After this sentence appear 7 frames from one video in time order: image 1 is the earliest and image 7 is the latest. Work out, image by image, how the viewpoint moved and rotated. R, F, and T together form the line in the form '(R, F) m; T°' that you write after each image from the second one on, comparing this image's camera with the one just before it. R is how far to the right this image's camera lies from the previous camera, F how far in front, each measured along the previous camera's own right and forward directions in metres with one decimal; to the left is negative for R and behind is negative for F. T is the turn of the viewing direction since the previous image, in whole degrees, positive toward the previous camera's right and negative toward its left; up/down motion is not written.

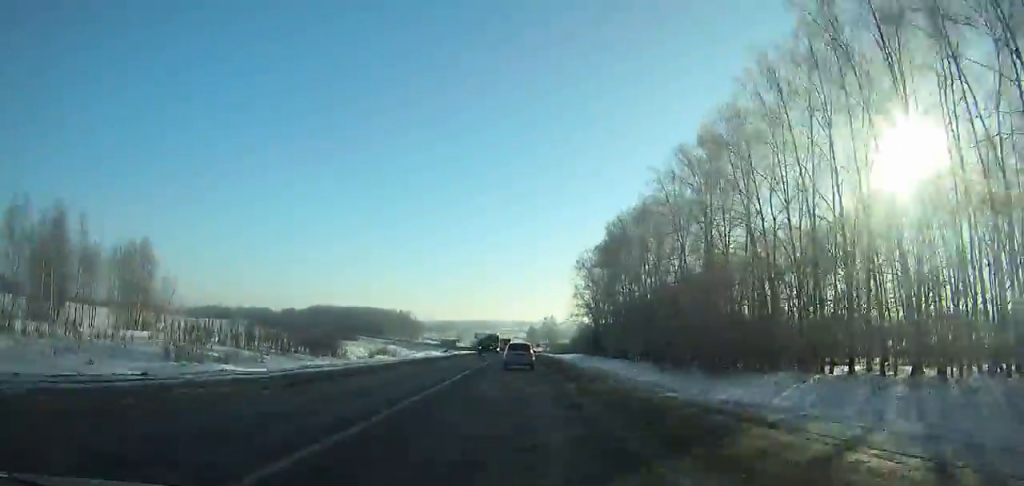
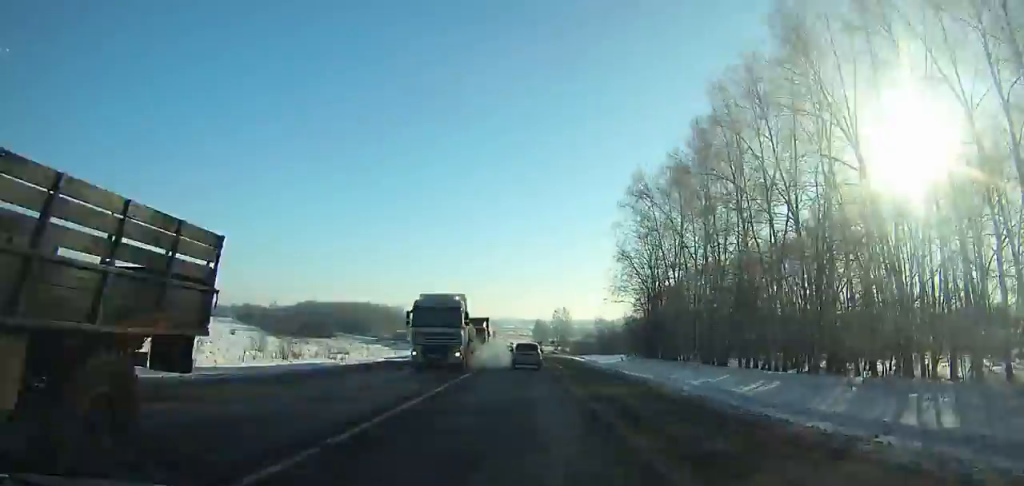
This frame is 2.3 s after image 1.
(0.0, +51.3) m; 0°
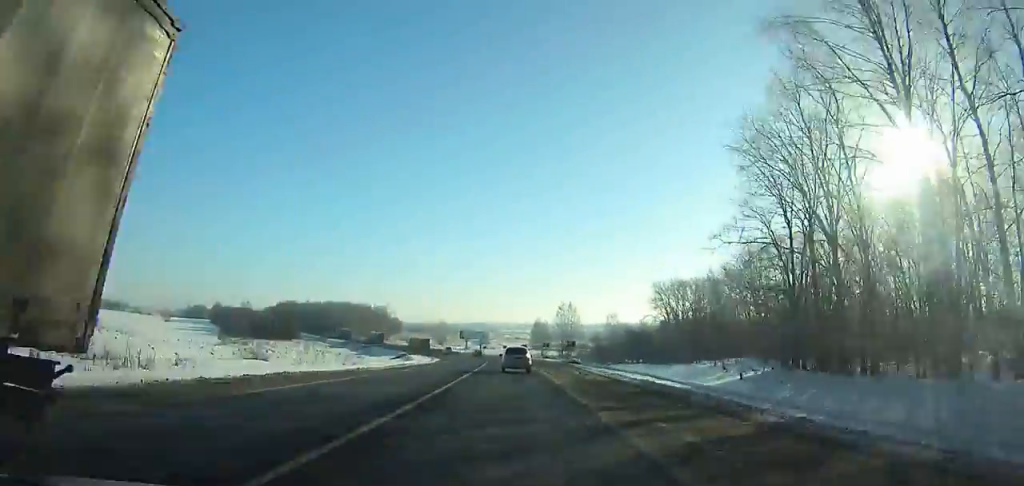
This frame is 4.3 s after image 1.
(-0.4, +44.5) m; -3°
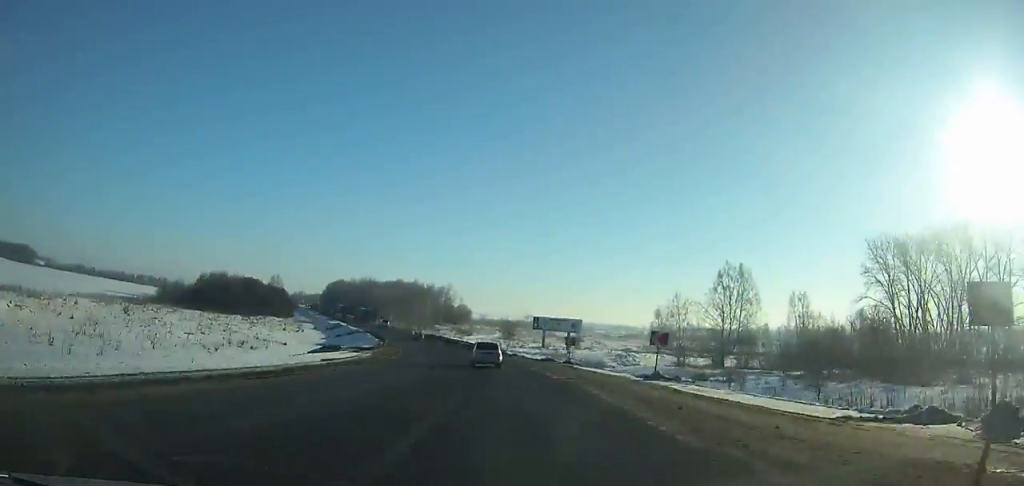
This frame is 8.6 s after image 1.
(-6.9, +94.6) m; -12°
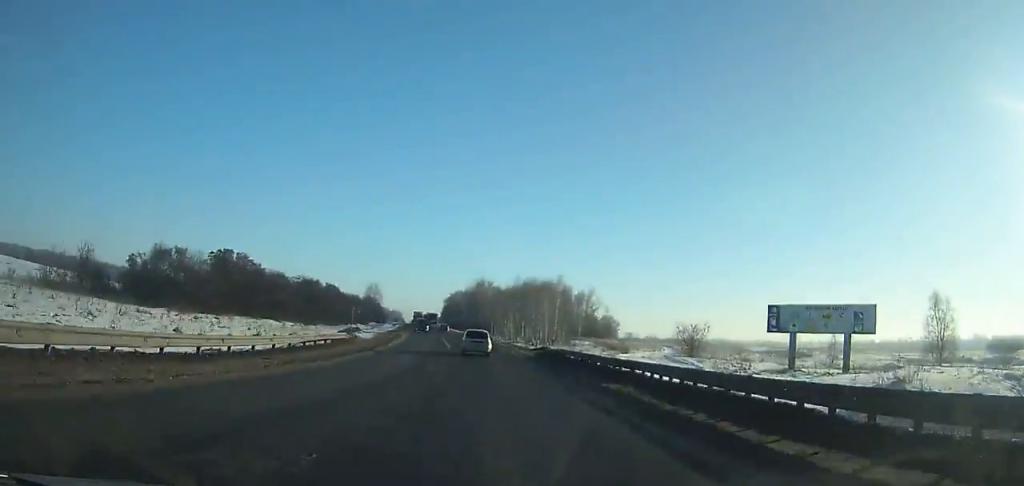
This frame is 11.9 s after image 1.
(-8.2, +70.9) m; -11°
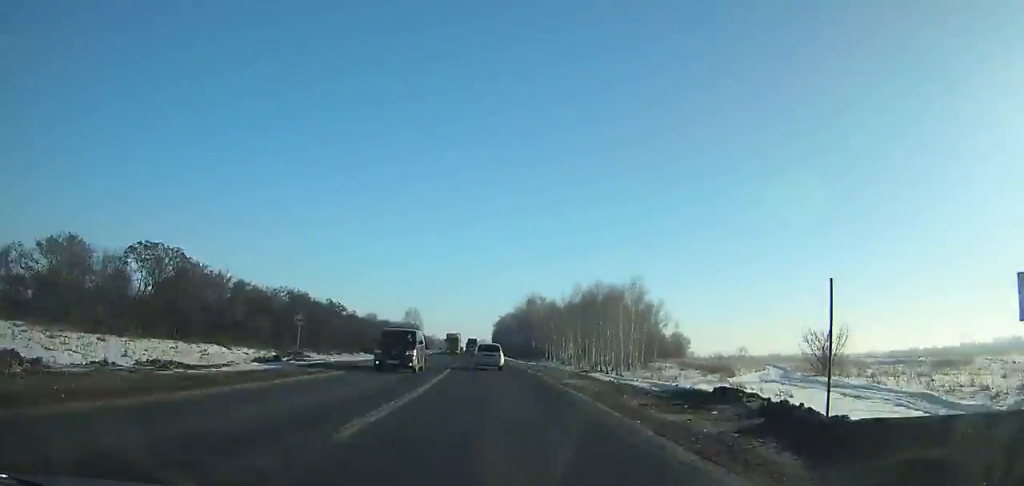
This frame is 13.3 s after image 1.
(-1.7, +29.6) m; -3°
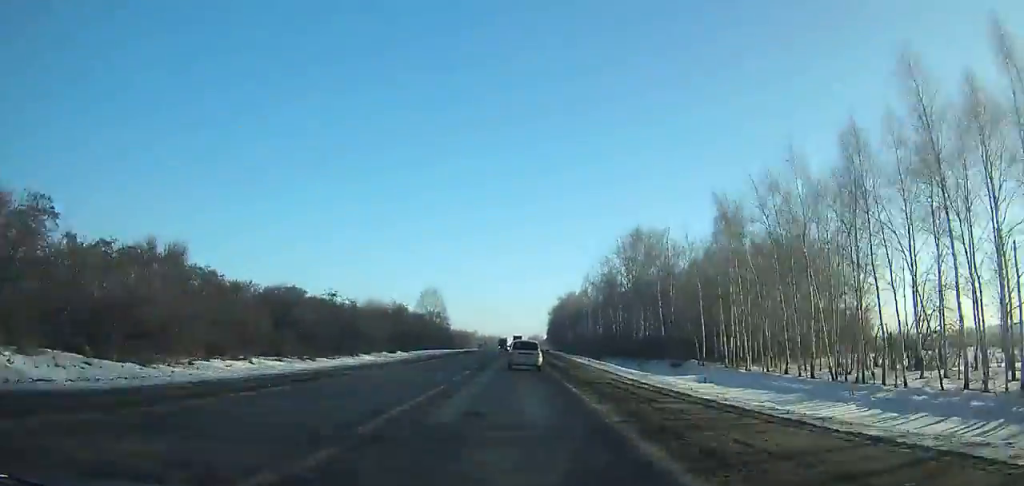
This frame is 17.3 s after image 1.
(-4.9, +82.4) m; -4°
